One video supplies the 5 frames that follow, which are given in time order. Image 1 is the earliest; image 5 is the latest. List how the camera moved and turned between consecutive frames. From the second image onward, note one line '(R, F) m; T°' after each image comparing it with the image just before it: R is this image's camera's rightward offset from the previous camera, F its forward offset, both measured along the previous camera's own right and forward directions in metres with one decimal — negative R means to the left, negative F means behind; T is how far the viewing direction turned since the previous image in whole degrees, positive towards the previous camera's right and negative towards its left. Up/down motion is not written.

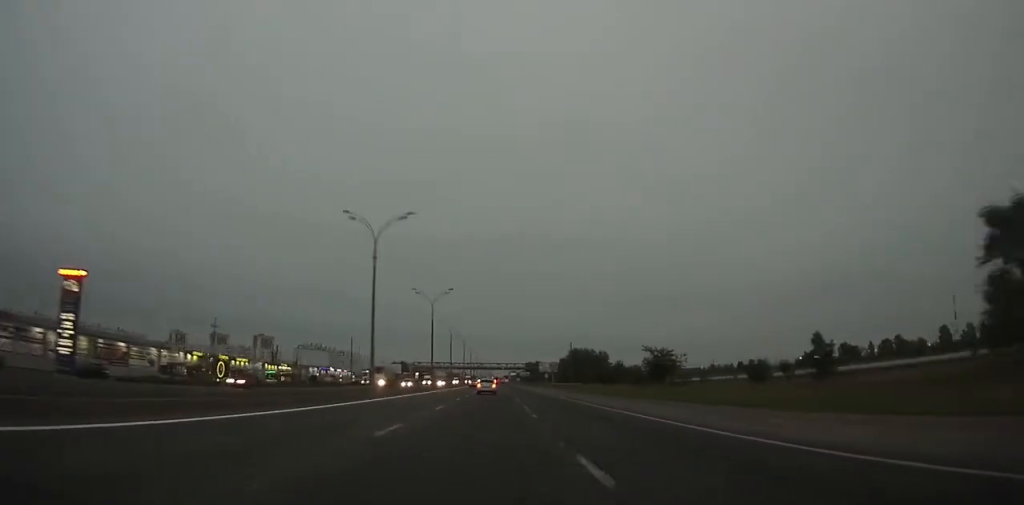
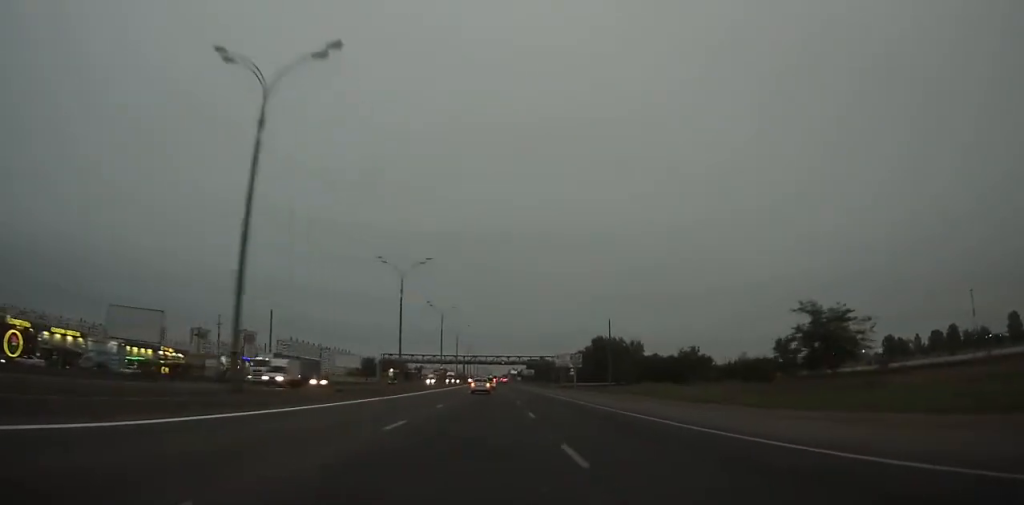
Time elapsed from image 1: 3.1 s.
(-0.1, +58.7) m; 0°
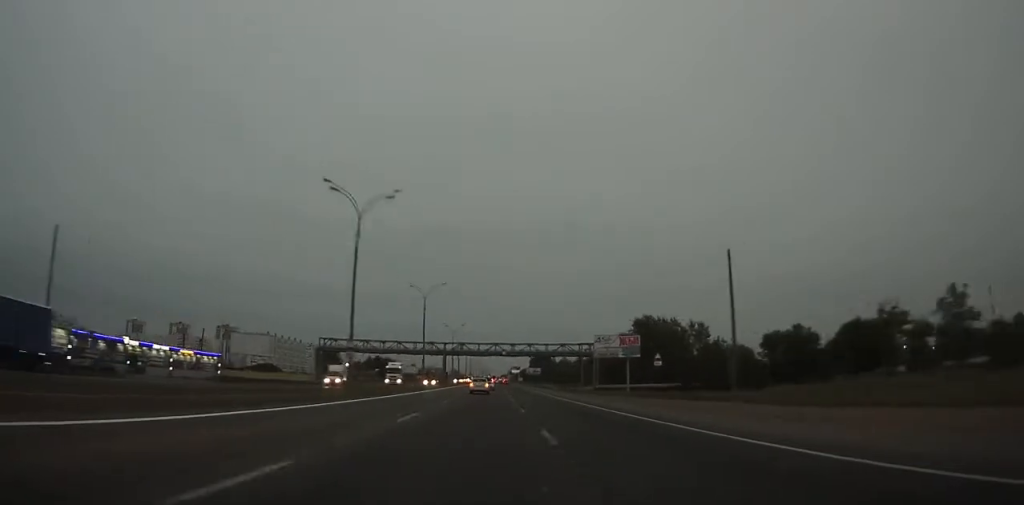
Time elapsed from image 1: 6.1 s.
(-0.1, +56.3) m; 0°
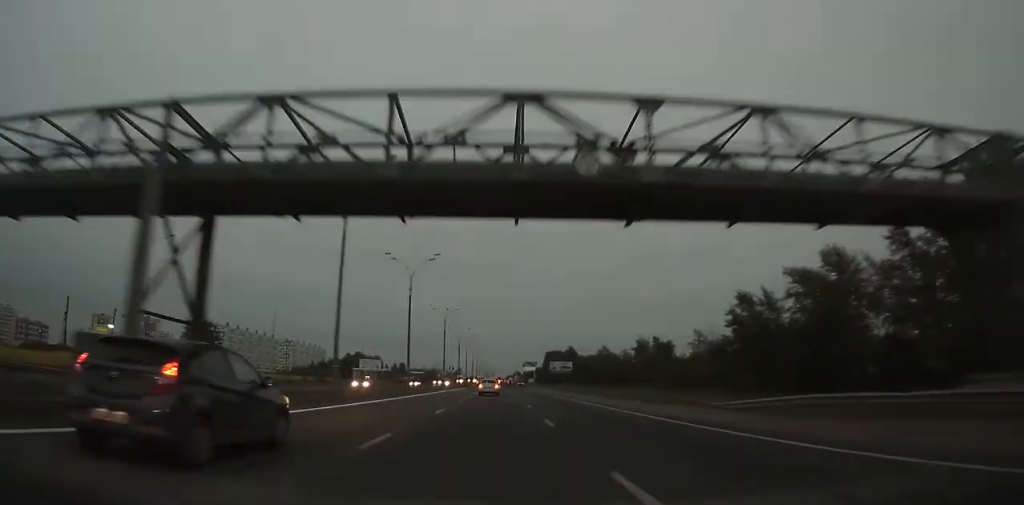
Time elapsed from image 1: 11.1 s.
(+0.2, +92.4) m; 0°
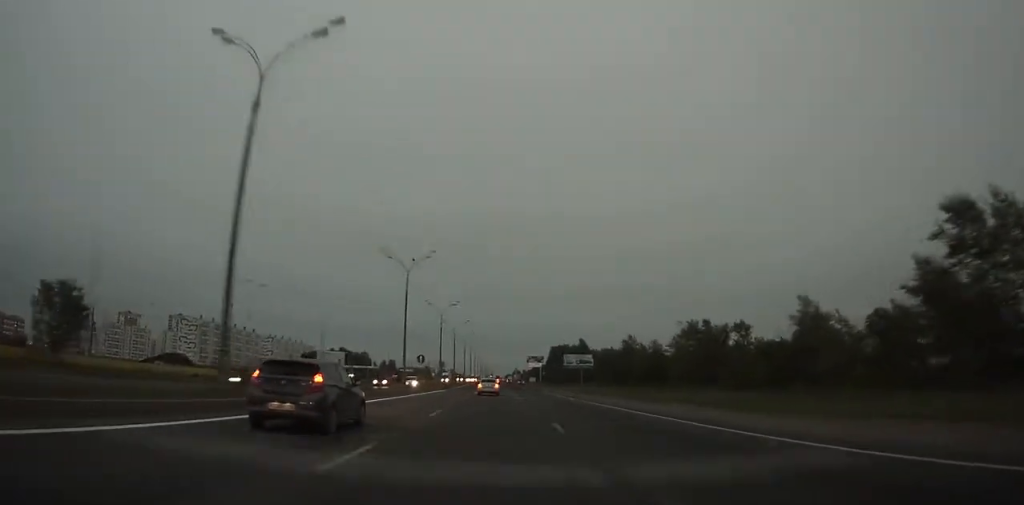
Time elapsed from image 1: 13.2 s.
(0.0, +38.4) m; 0°
